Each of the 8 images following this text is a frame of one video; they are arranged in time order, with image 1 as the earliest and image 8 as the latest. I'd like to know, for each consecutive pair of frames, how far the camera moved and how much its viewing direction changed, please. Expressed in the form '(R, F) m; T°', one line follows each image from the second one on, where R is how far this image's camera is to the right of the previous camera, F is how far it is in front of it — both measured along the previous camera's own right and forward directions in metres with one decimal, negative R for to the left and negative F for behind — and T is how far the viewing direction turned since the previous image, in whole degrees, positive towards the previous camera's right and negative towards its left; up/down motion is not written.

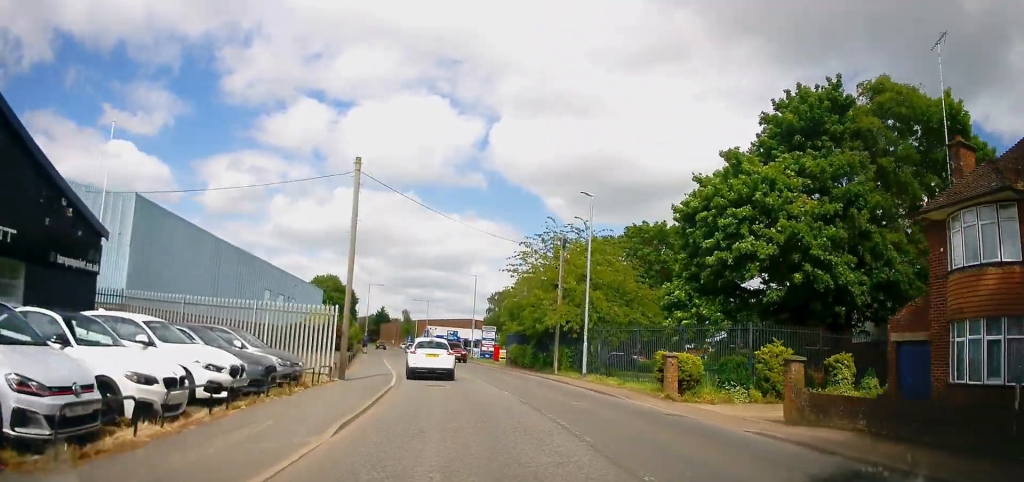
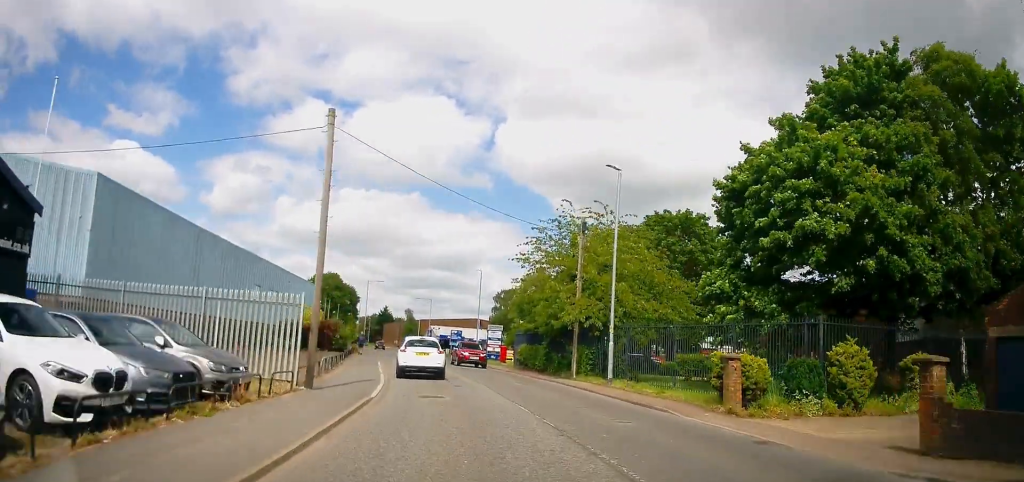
(0.0, +4.3) m; 0°
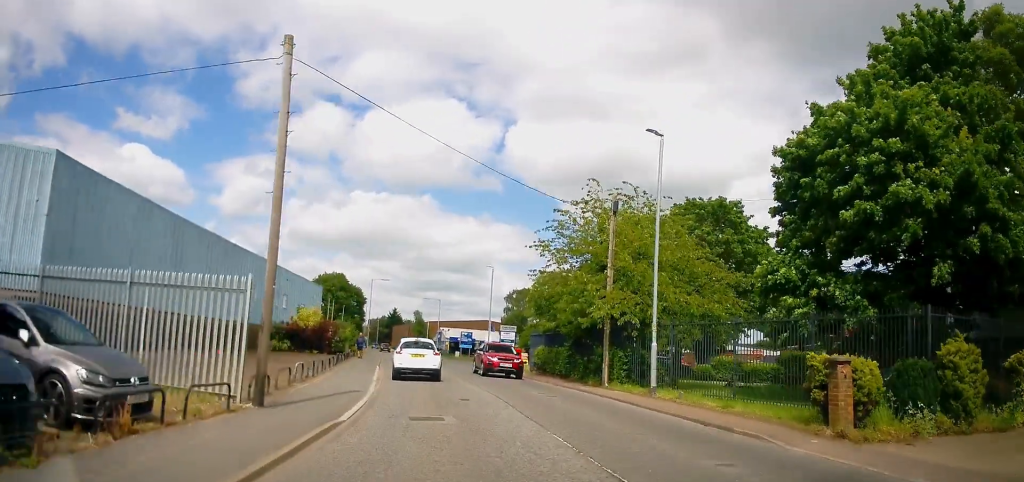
(0.0, +4.2) m; -2°
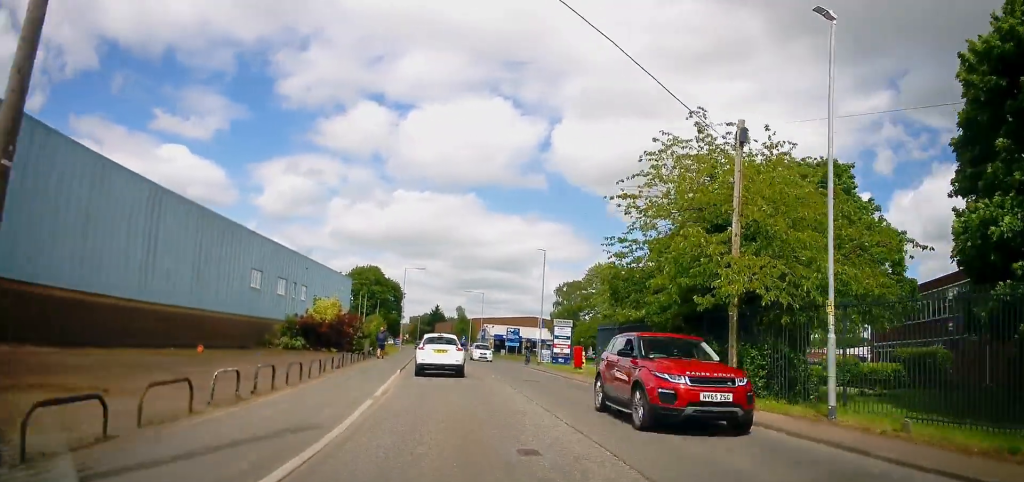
(-0.3, +7.7) m; -3°
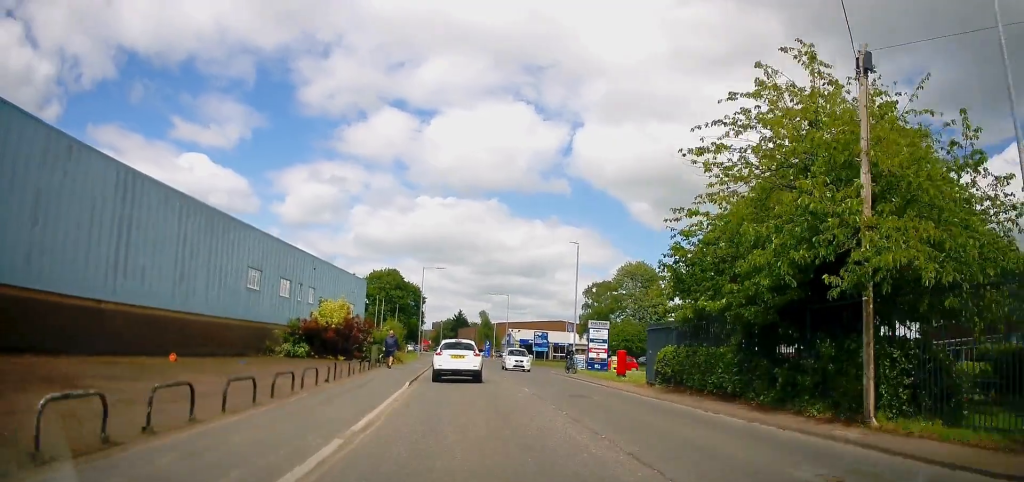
(-0.2, +4.7) m; -1°
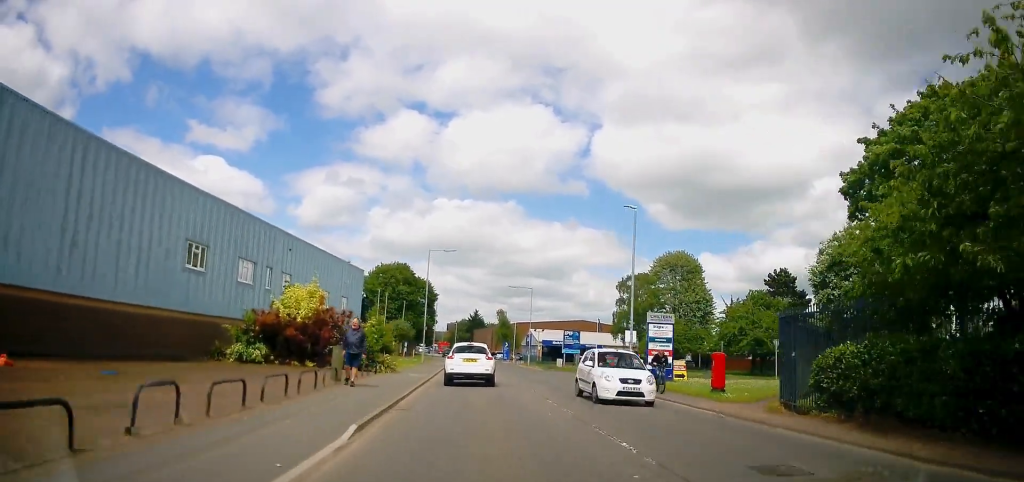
(0.0, +10.3) m; -3°
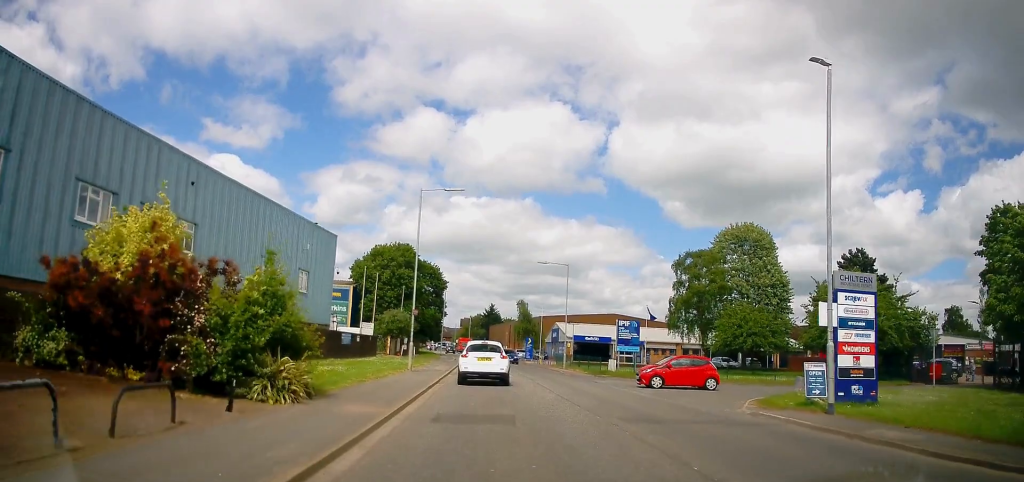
(-0.7, +15.6) m; -2°
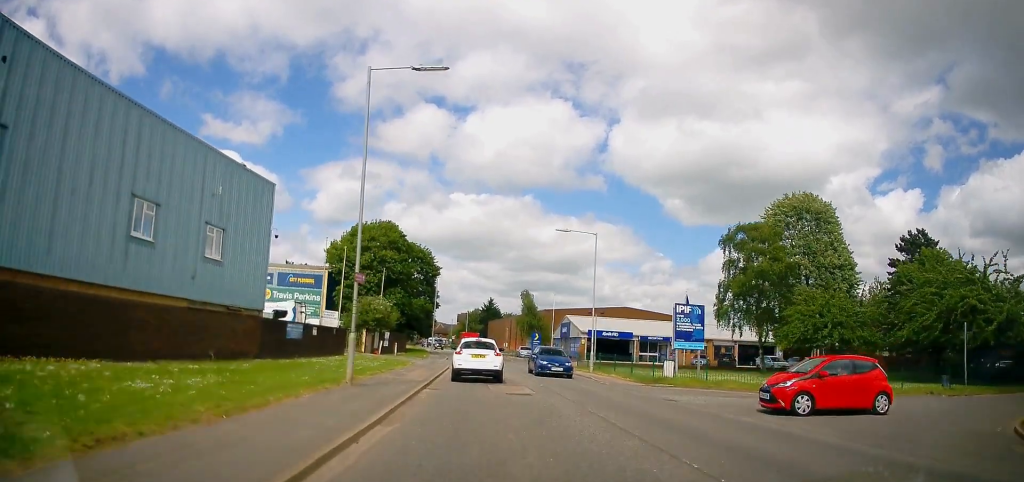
(0.0, +12.0) m; +1°
